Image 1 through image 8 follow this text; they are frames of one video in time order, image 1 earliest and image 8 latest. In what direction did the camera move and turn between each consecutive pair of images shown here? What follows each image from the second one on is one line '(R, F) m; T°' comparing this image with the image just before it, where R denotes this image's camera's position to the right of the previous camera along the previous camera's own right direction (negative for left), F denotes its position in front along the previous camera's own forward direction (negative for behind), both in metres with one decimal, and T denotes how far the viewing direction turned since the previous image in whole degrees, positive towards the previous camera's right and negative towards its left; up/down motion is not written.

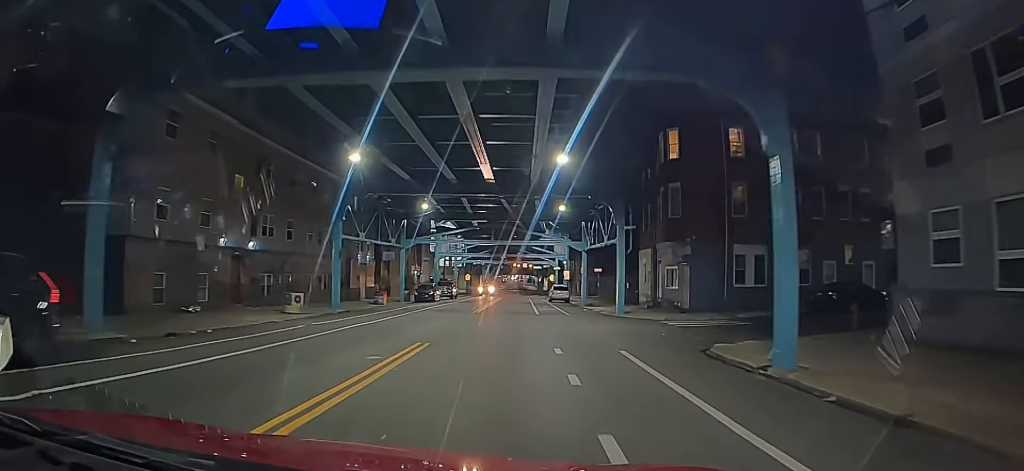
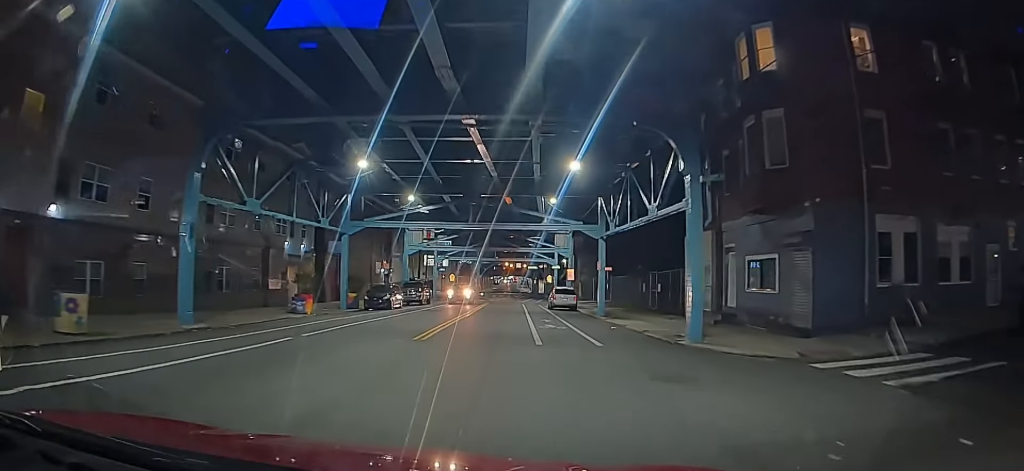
(+0.2, +15.0) m; +2°
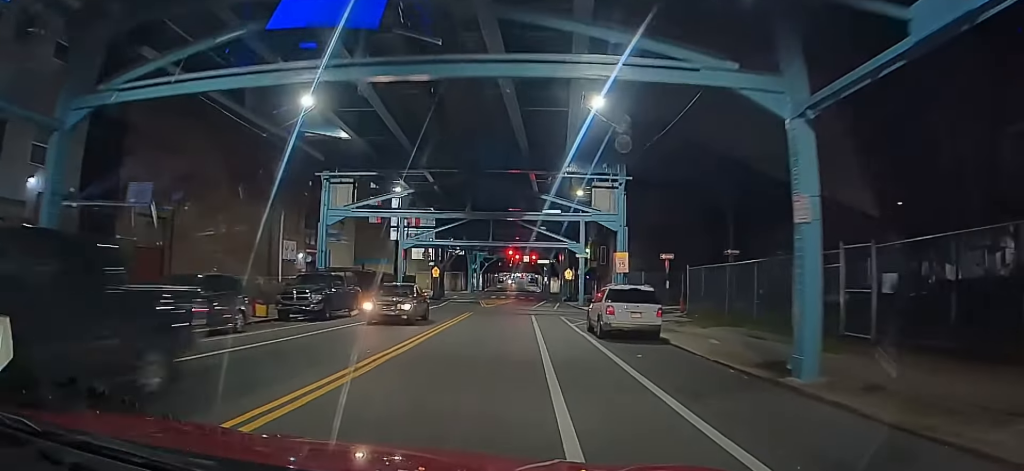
(+0.1, +21.9) m; +1°
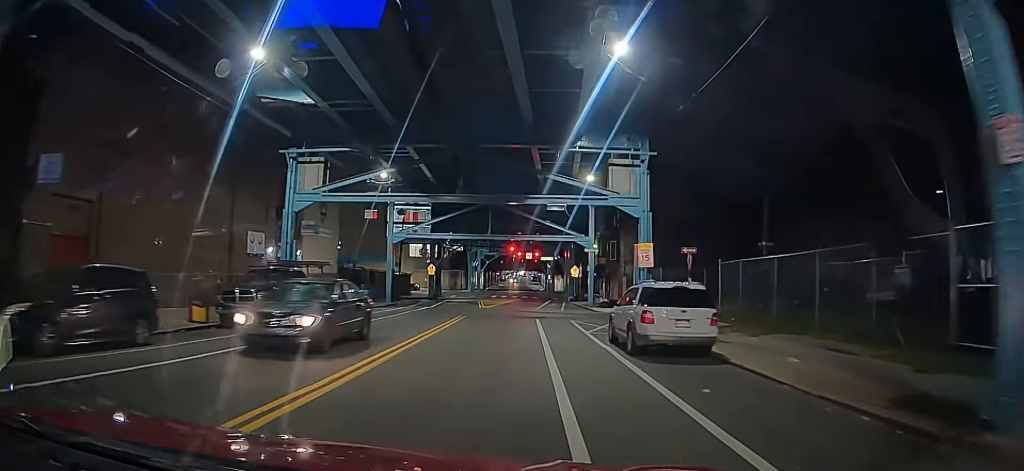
(0.0, +4.6) m; +1°
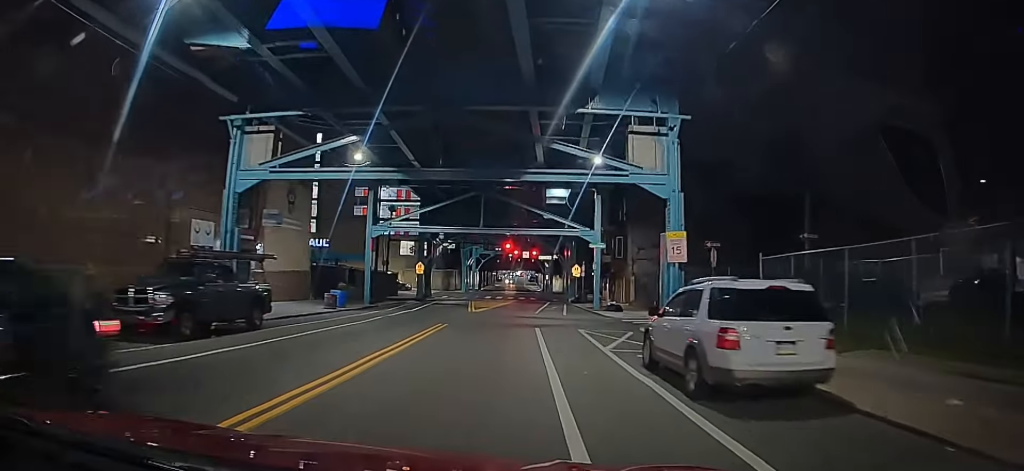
(-0.1, +5.2) m; +1°
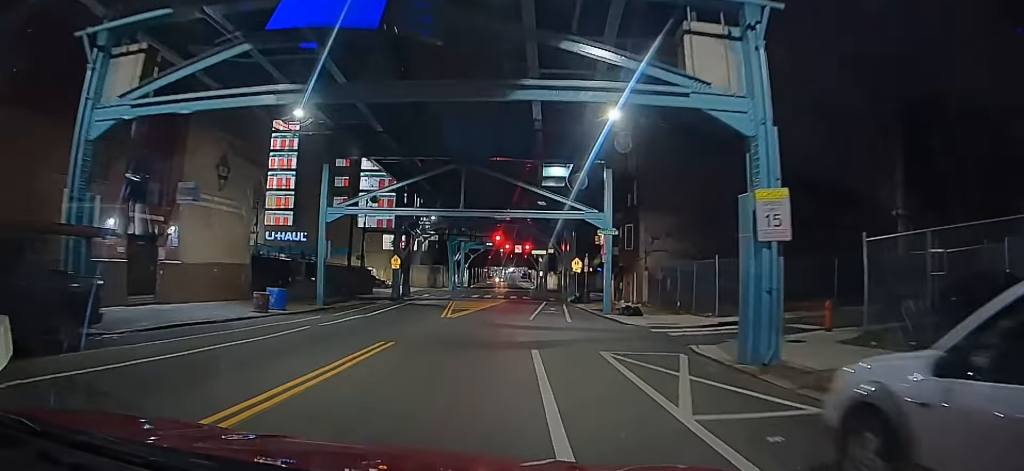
(+0.3, +7.9) m; +2°
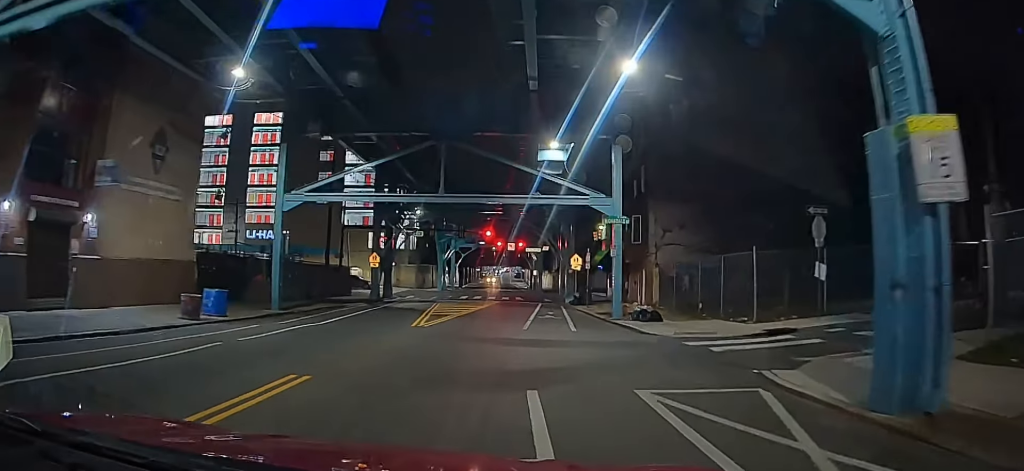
(+0.1, +5.8) m; +1°
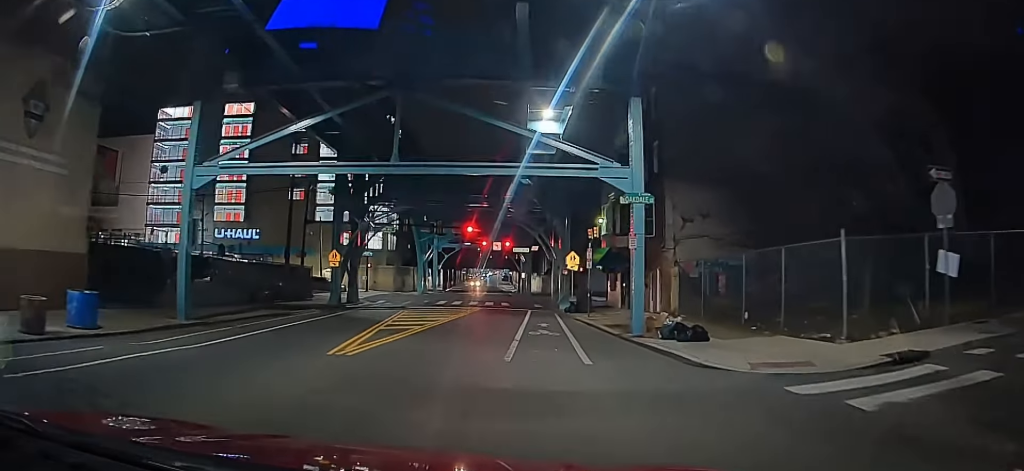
(0.0, +7.9) m; +1°
